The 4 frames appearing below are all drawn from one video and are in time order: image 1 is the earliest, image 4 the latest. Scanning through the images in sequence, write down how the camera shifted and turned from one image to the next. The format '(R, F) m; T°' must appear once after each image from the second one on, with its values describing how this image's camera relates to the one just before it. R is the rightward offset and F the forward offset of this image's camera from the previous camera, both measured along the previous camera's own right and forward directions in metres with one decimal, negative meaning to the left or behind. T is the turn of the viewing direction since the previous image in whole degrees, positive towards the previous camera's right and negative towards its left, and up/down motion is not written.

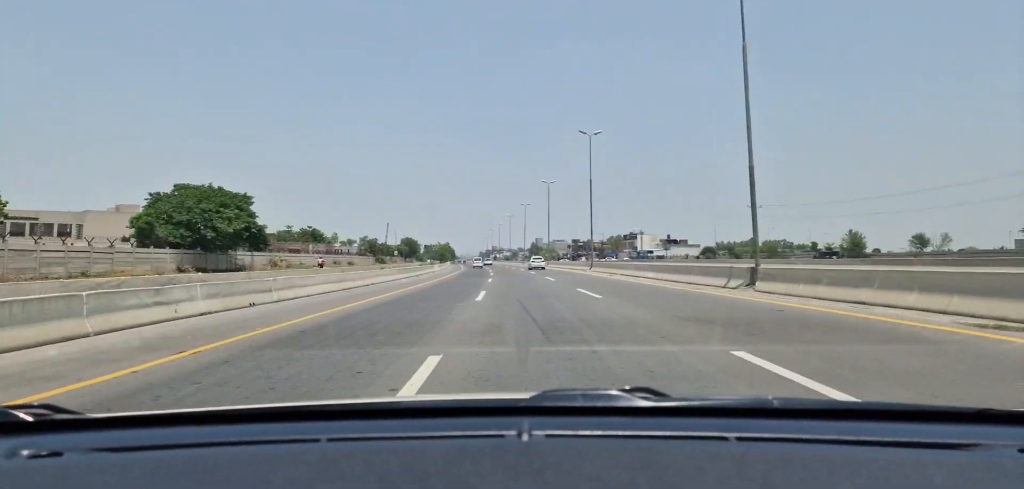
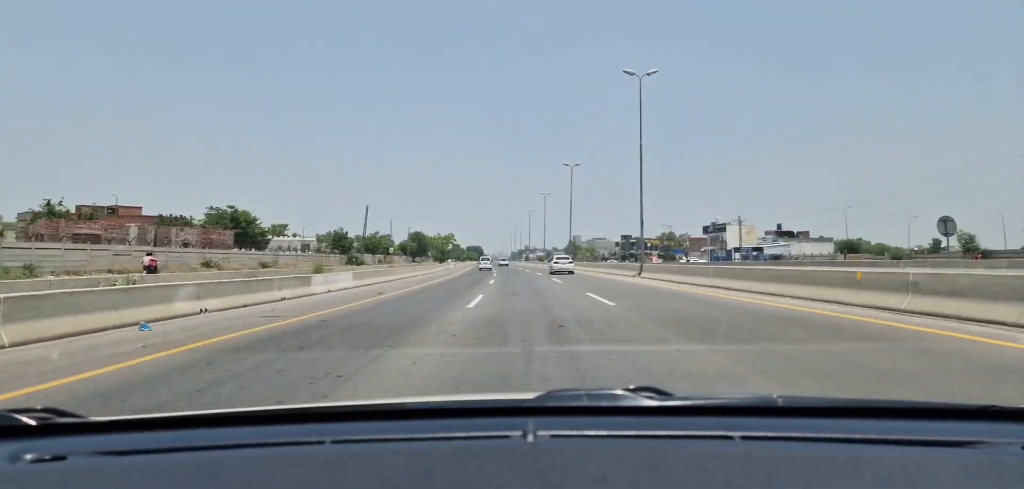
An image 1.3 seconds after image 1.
(-2.0, +58.2) m; -3°
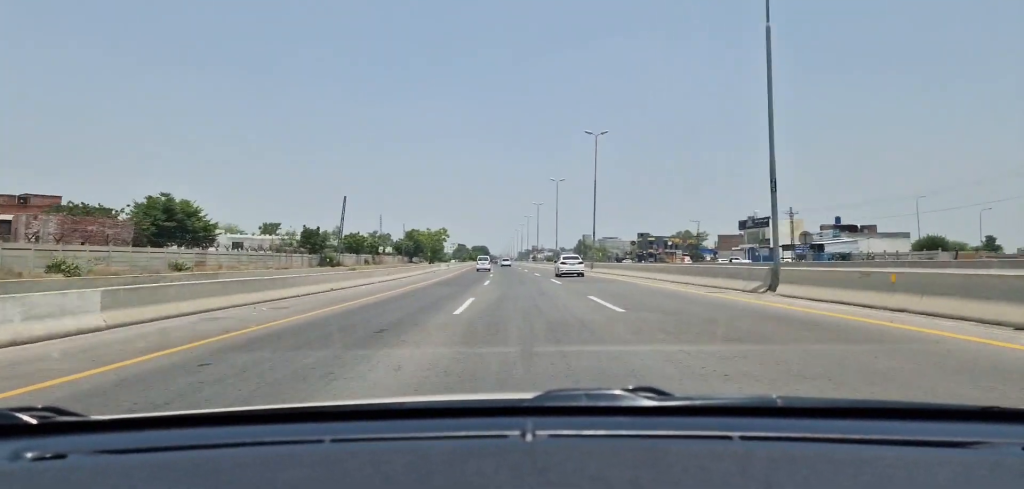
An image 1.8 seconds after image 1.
(0.0, +18.9) m; 0°
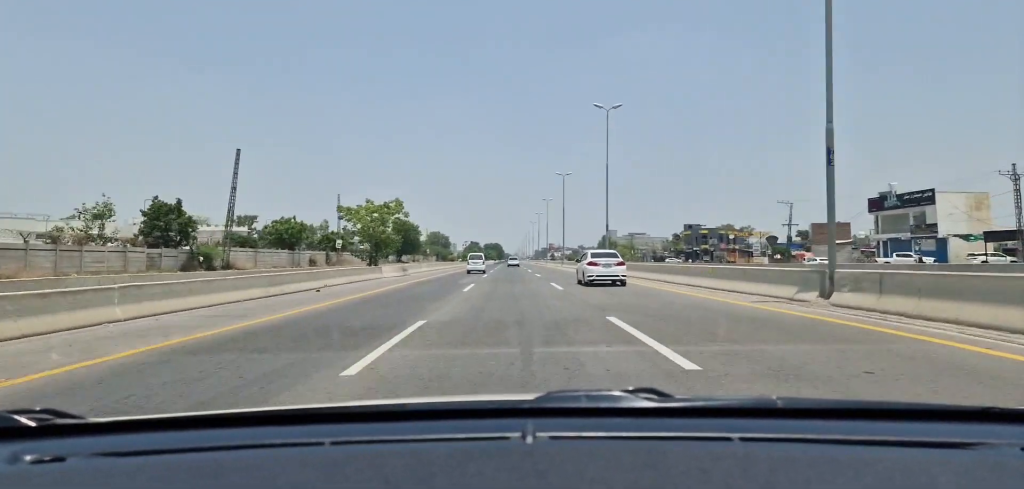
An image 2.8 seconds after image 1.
(-0.3, +43.6) m; -1°
